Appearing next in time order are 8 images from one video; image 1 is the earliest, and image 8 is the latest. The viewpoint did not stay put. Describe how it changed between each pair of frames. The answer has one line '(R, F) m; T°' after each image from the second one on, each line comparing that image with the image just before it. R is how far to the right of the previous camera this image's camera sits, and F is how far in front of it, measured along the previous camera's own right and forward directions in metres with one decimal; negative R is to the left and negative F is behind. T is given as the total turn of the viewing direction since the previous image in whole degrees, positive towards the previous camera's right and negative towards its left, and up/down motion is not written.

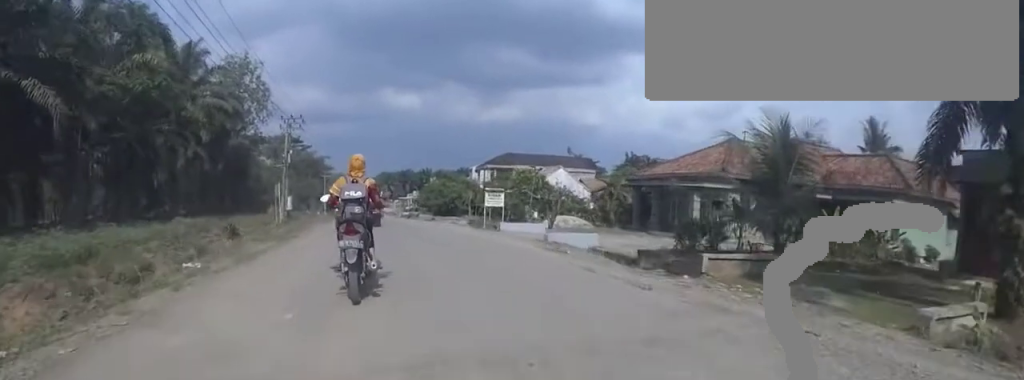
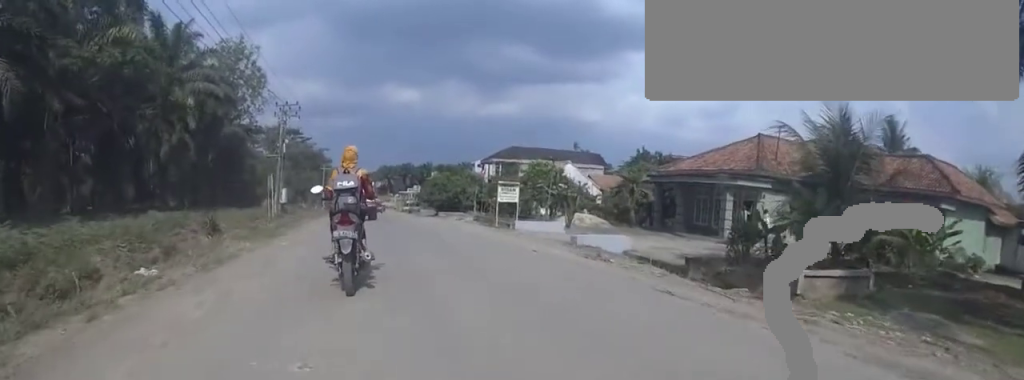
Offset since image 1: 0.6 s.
(0.0, +2.4) m; 0°
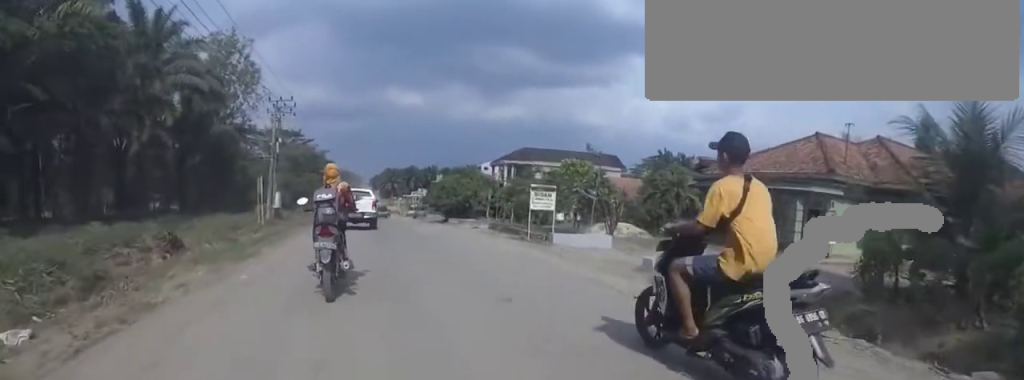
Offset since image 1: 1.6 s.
(0.0, +3.8) m; 0°
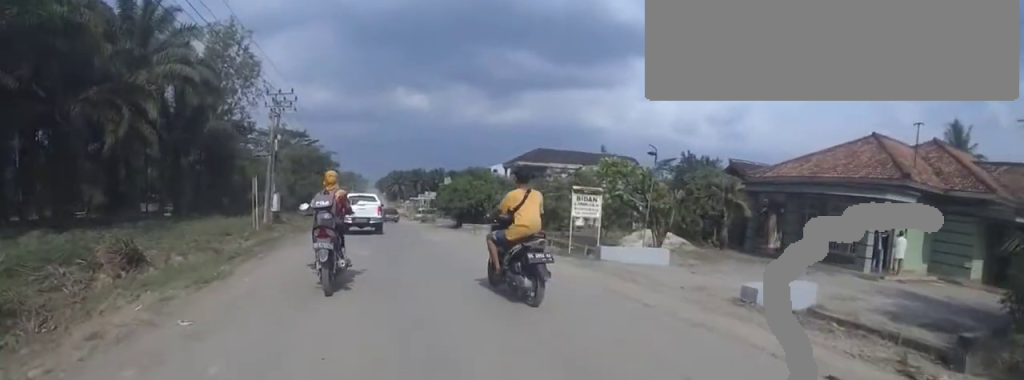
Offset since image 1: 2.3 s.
(0.0, +3.0) m; -1°
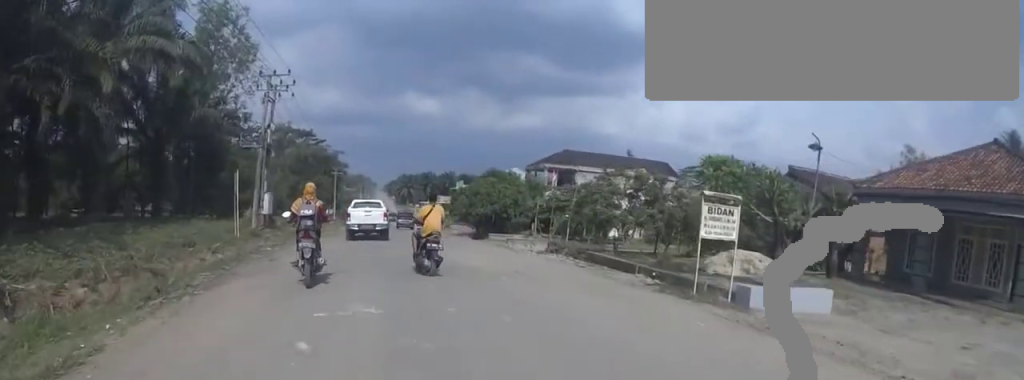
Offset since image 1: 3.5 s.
(-0.1, +5.1) m; -3°
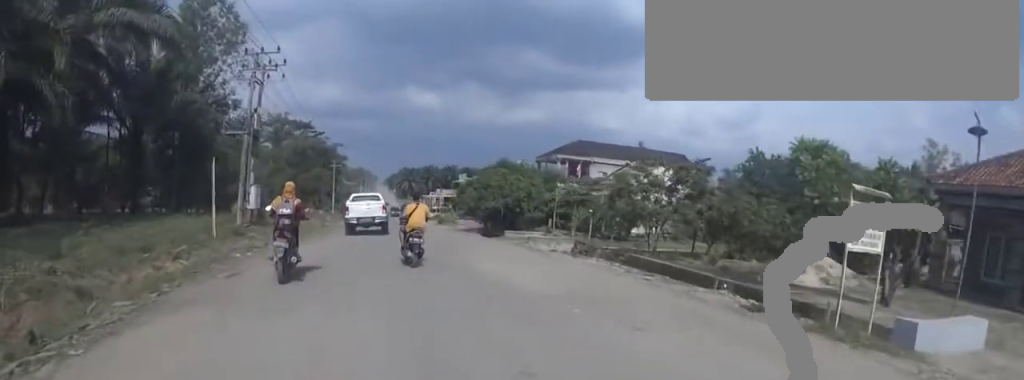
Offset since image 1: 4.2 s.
(0.0, +2.9) m; -3°
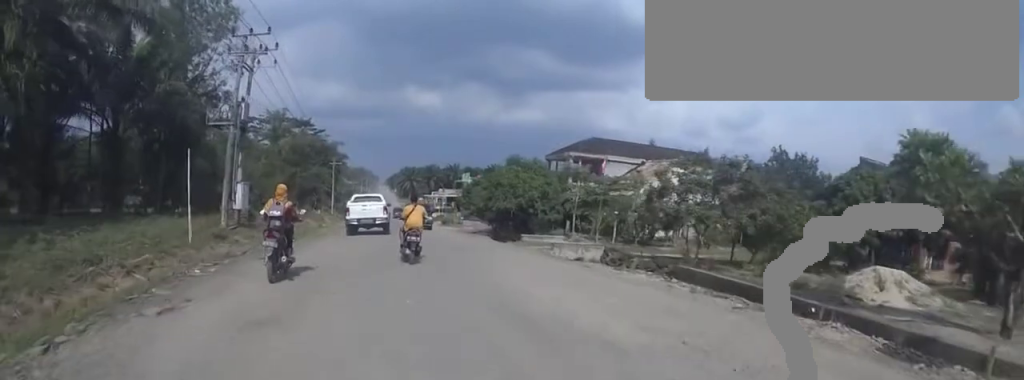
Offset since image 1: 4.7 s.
(-0.1, +2.4) m; -2°
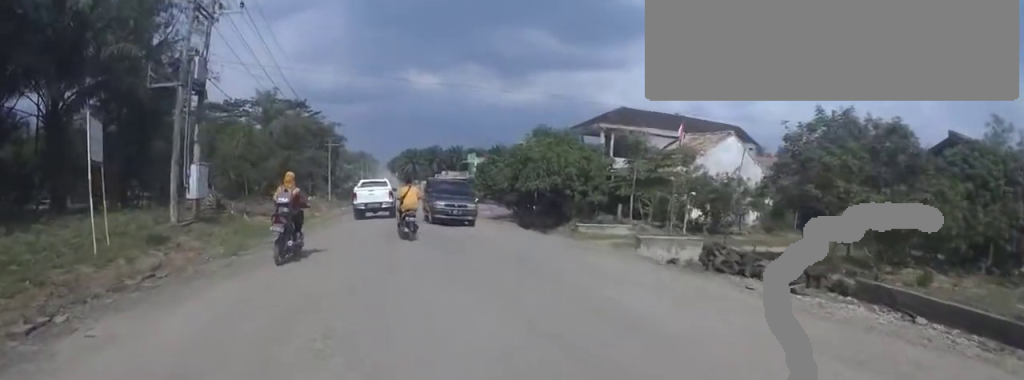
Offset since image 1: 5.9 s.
(-0.1, +5.5) m; -1°
